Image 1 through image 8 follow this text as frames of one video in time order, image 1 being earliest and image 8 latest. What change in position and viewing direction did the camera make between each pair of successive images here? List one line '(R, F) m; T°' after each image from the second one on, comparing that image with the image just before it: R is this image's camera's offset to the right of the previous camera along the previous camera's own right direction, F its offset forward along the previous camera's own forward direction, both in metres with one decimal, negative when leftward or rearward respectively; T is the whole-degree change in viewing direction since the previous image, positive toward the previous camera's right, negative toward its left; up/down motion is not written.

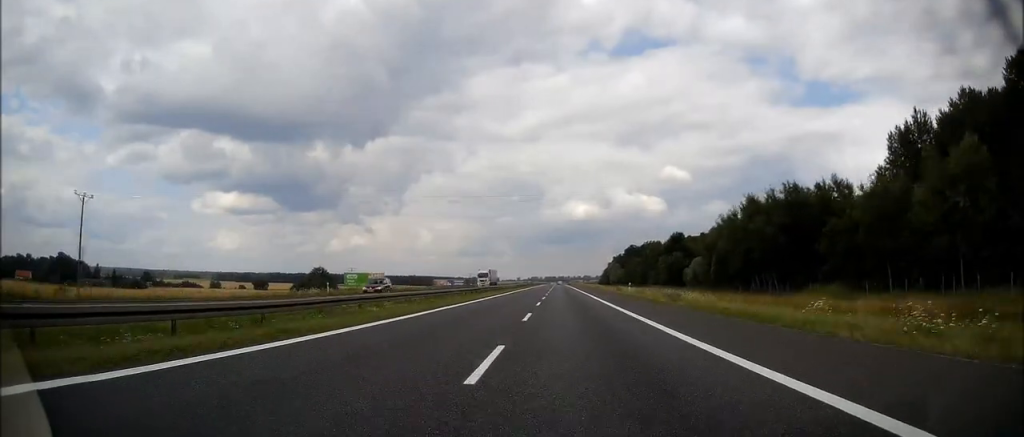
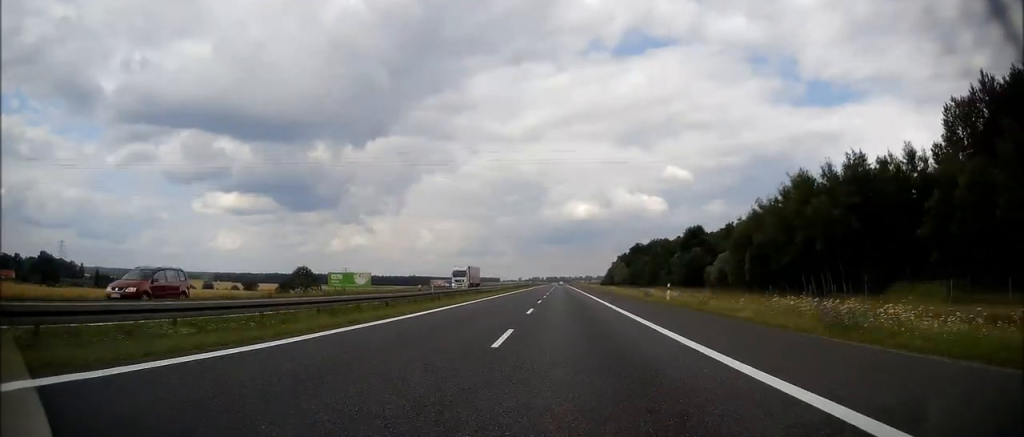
(-0.1, +19.9) m; 0°
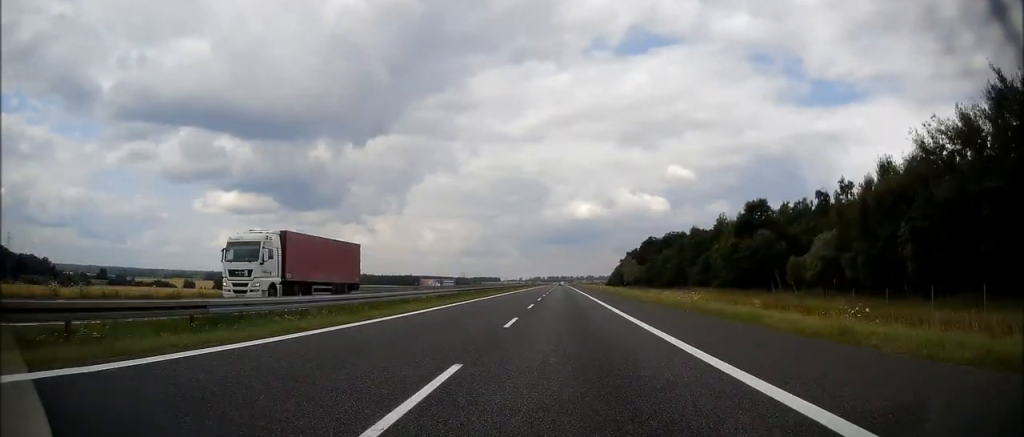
(+0.1, +43.1) m; 0°
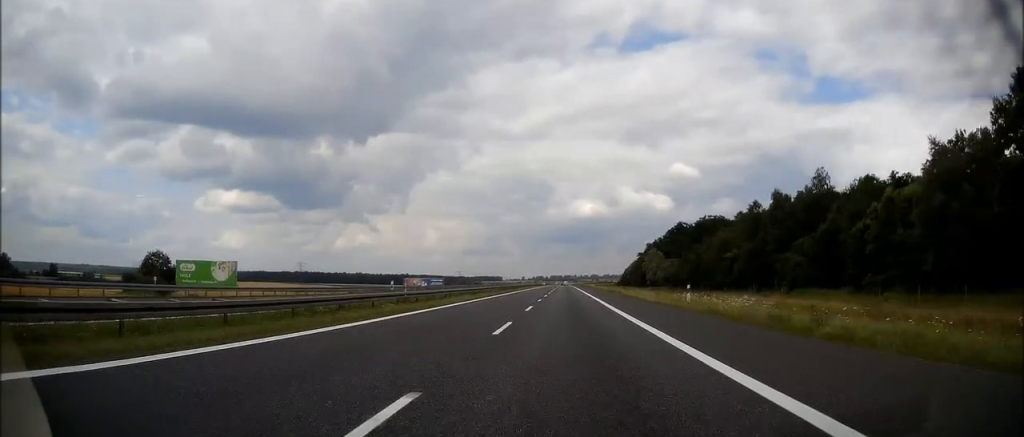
(+0.1, +61.5) m; 0°
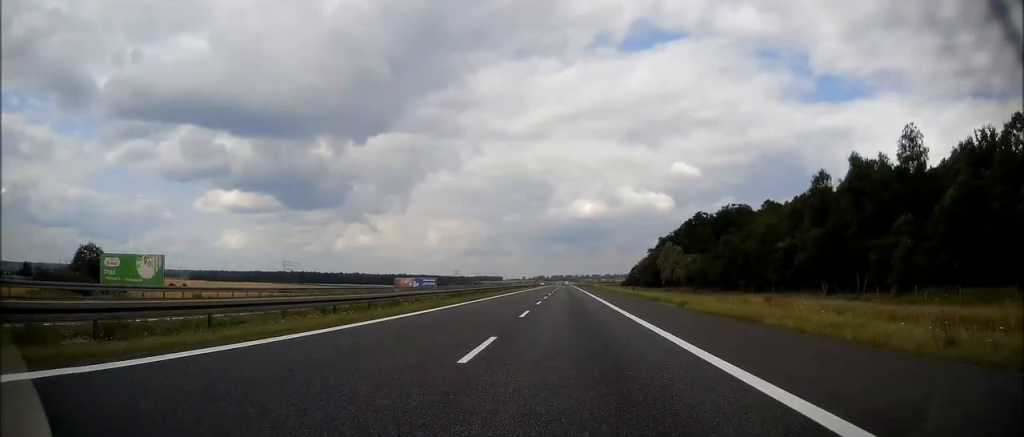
(-0.2, +28.9) m; 0°
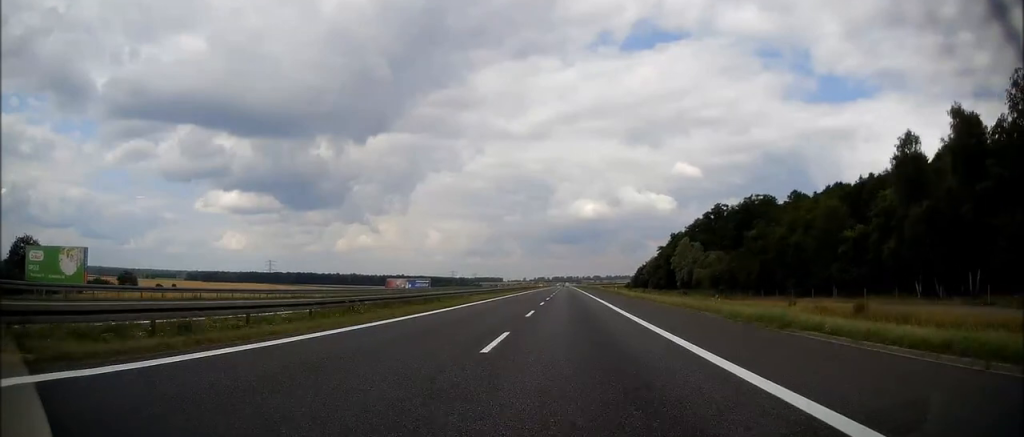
(-0.2, +22.5) m; 0°
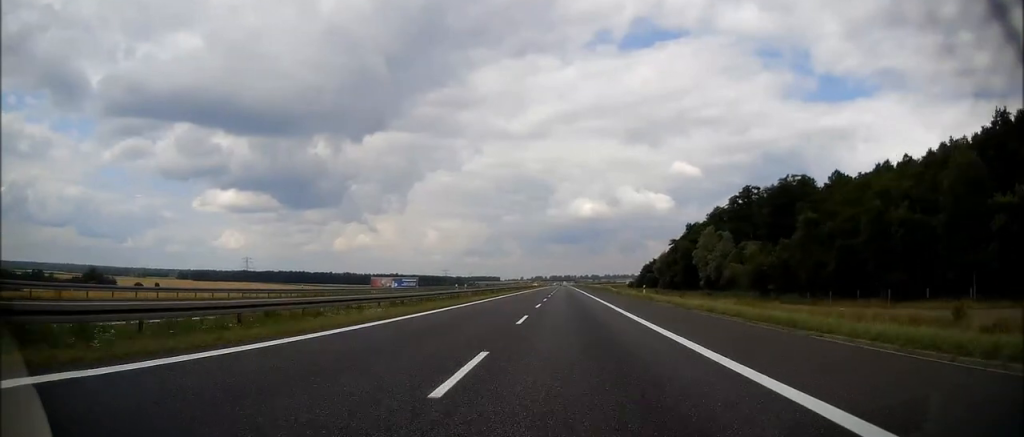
(+0.3, +28.5) m; 0°
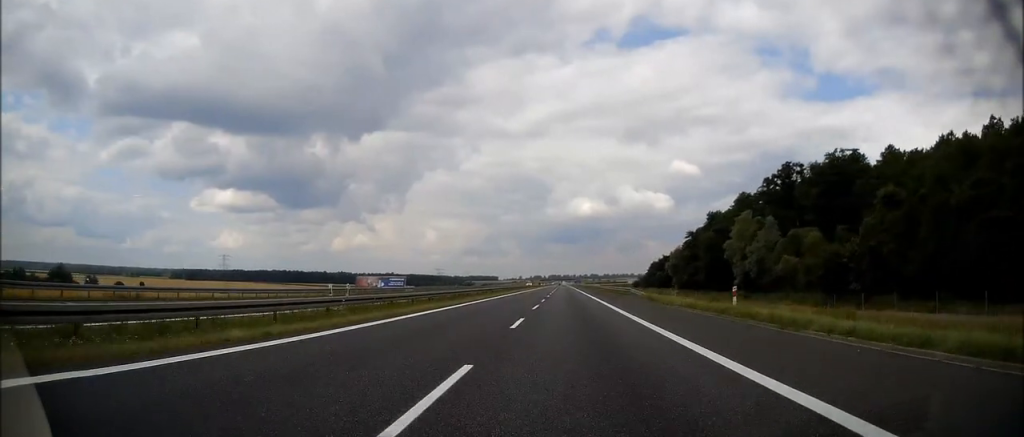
(-0.2, +25.9) m; 0°
